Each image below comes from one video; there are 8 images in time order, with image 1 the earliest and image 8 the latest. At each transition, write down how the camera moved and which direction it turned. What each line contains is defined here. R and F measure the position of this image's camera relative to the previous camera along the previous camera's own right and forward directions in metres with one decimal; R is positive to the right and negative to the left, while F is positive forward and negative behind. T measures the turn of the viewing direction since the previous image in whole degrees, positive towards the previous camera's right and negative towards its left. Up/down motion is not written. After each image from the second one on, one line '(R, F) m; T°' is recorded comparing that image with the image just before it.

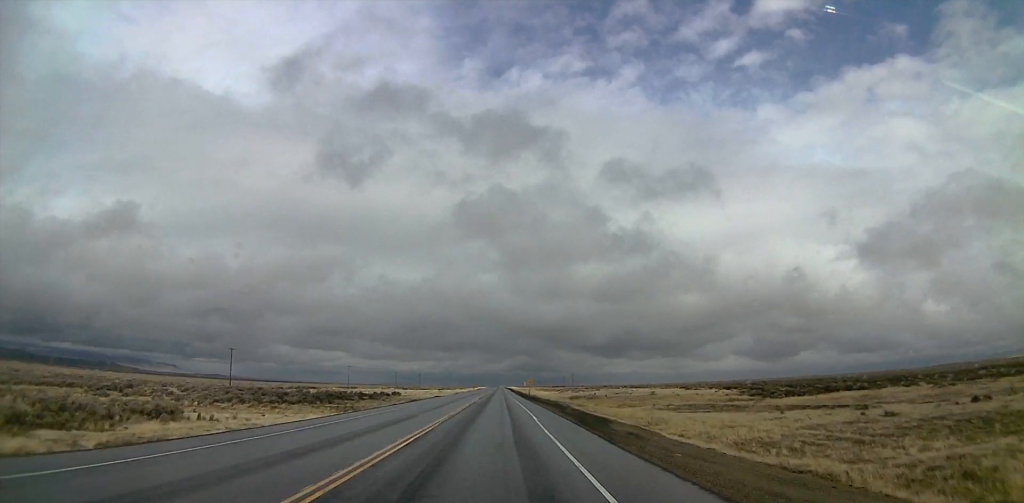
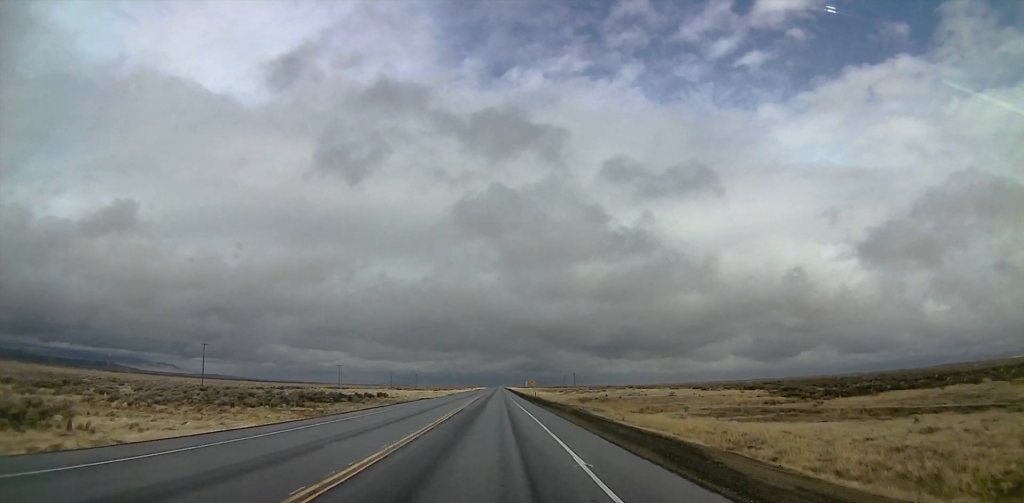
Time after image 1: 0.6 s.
(0.0, +15.8) m; +1°
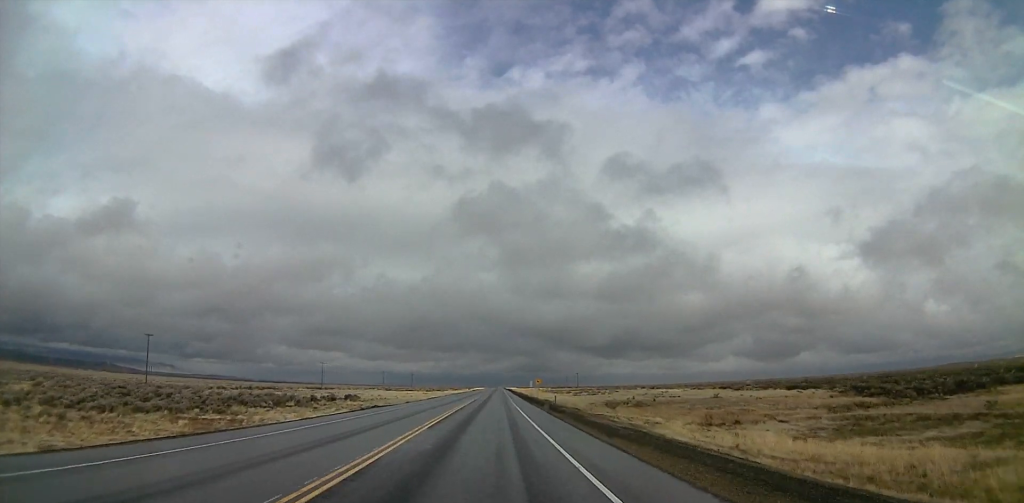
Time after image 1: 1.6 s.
(+0.3, +25.5) m; +1°
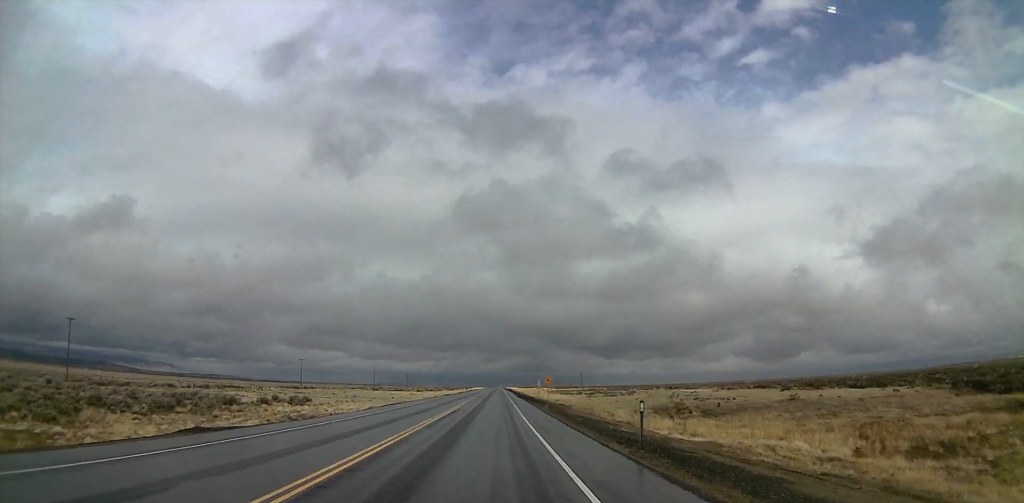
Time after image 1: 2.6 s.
(+0.3, +26.3) m; 0°
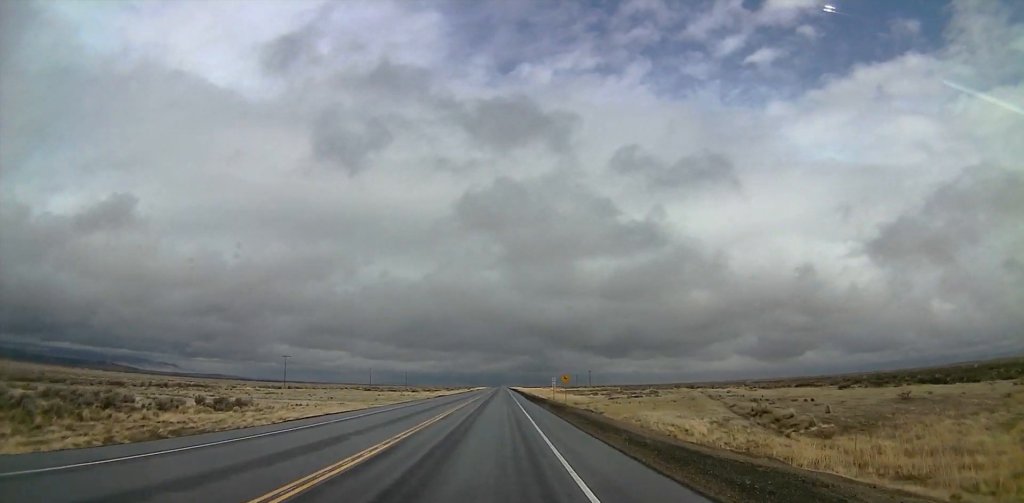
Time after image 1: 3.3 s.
(-0.1, +20.1) m; -1°
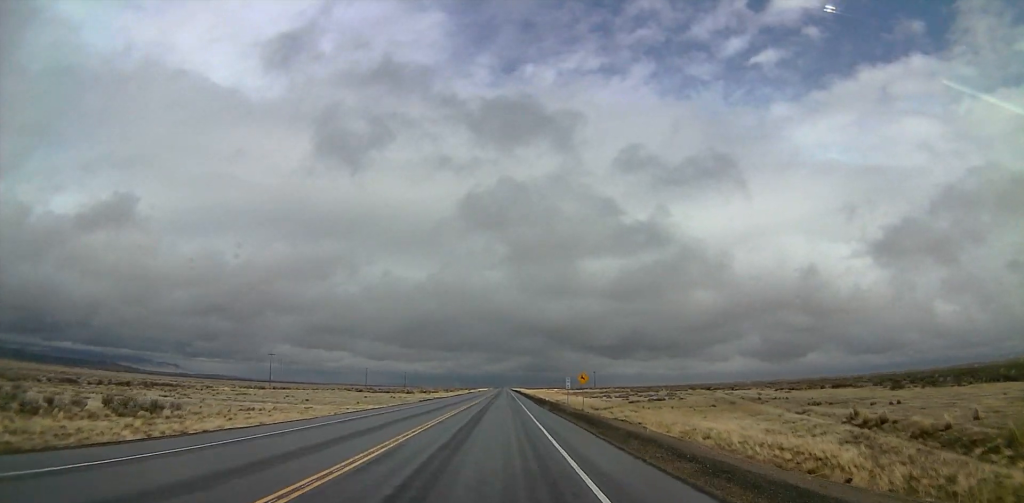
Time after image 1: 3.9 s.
(-0.2, +14.8) m; -1°
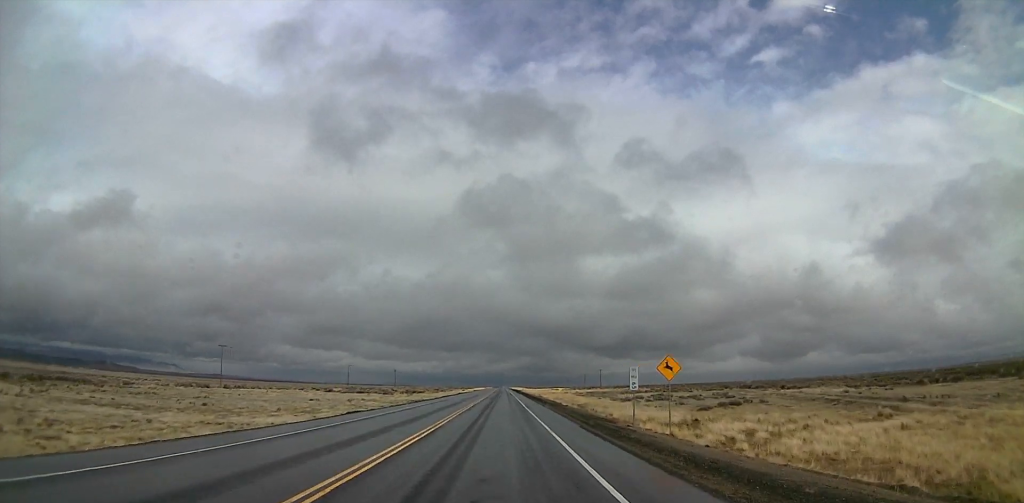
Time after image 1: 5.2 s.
(-0.2, +33.3) m; 0°
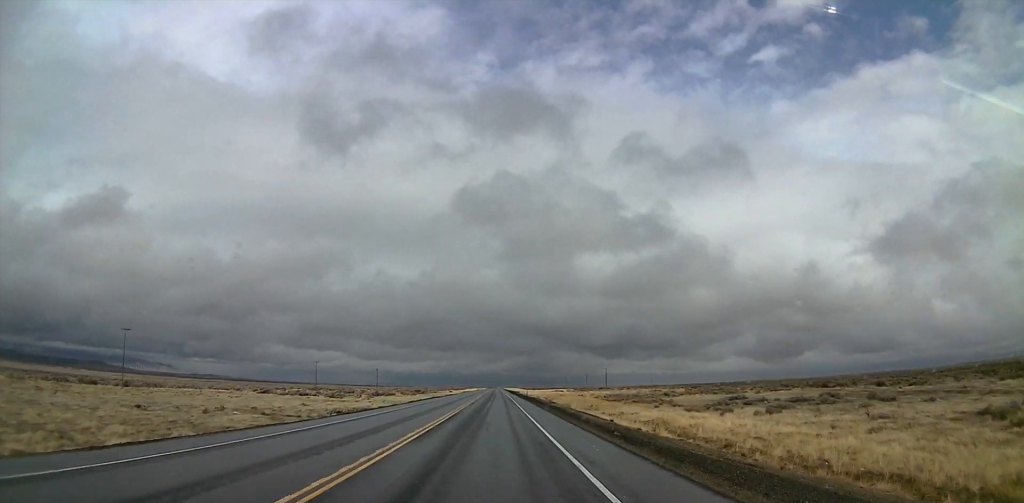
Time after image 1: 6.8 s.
(0.0, +42.2) m; 0°
